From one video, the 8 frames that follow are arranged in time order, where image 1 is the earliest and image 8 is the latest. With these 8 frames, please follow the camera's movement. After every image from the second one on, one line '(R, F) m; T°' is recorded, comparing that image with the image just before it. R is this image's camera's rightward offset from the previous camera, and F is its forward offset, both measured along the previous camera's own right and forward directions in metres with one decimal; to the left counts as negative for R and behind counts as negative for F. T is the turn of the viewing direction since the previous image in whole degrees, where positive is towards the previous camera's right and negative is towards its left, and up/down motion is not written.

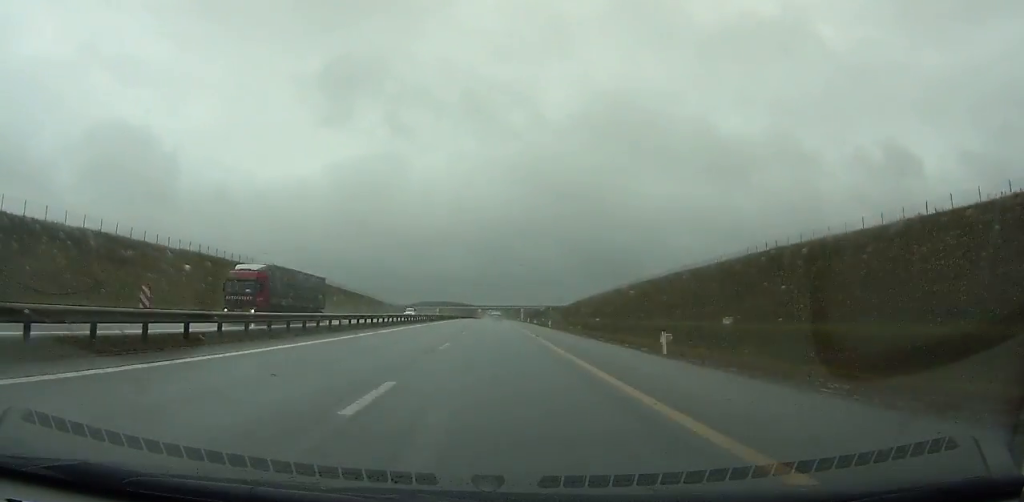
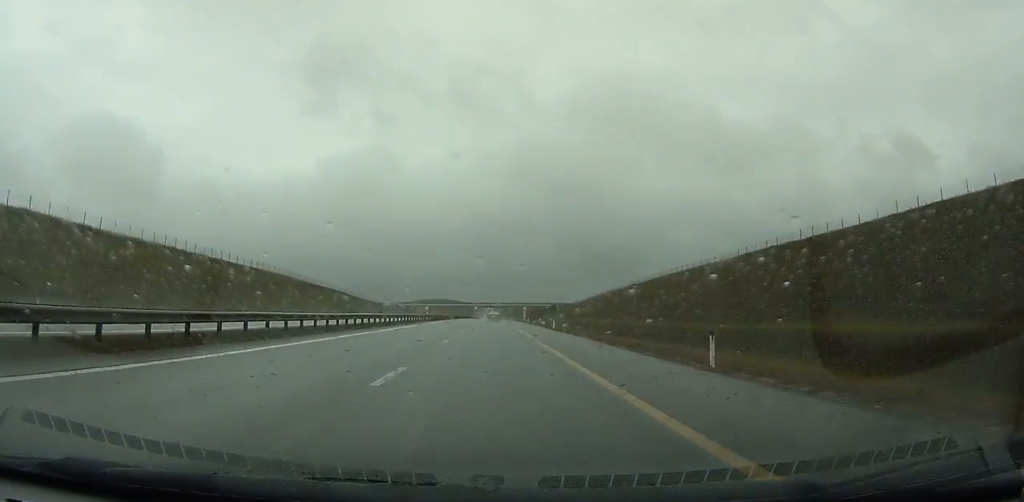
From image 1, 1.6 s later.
(0.0, +45.7) m; 0°
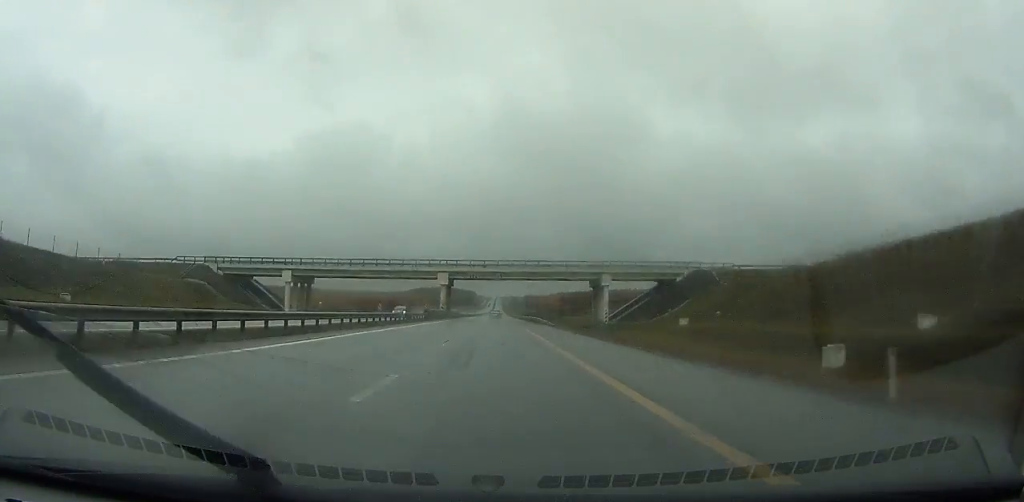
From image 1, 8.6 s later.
(0.0, +204.4) m; 0°
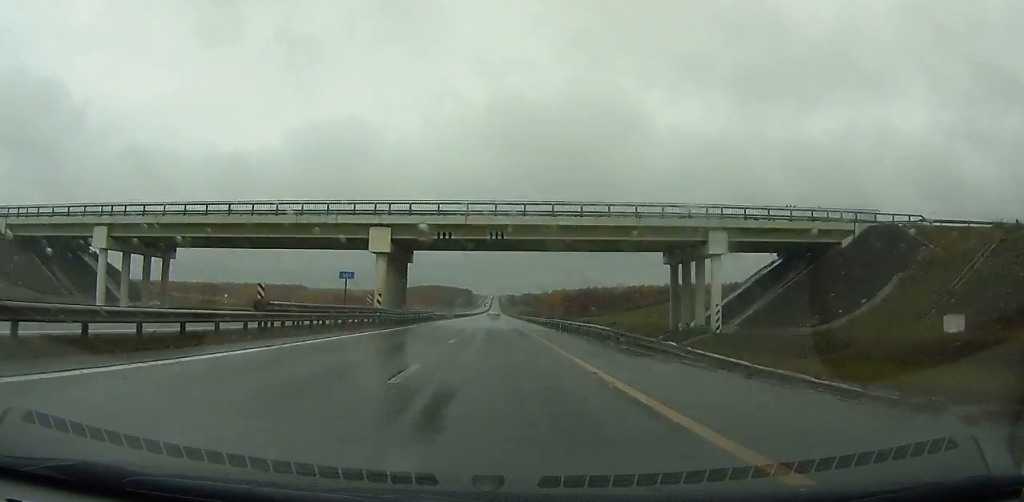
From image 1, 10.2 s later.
(0.0, +47.3) m; 0°
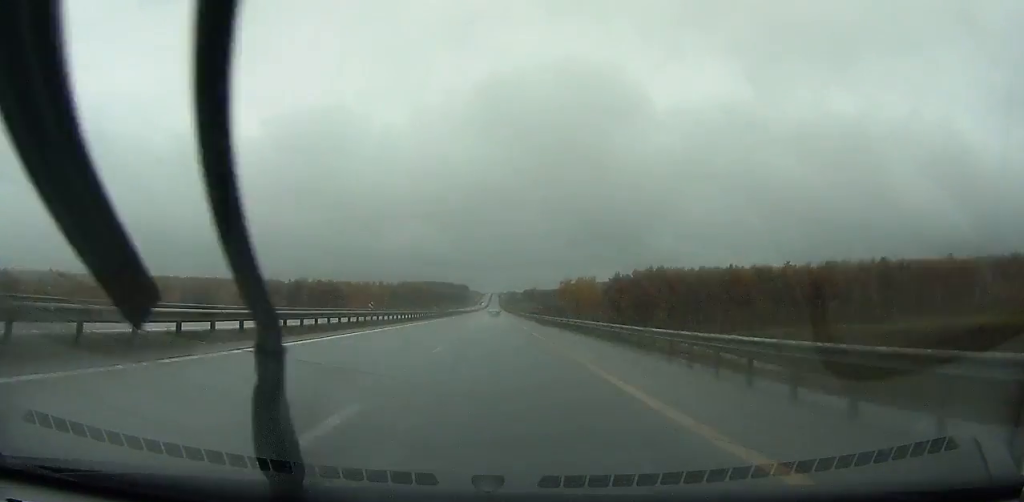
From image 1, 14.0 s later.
(-0.4, +113.4) m; 0°
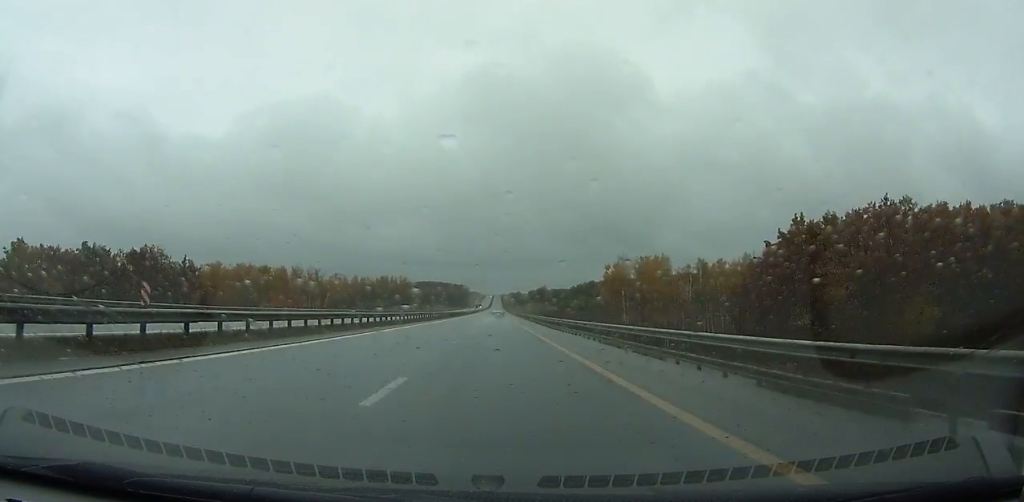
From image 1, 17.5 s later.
(+0.4, +105.4) m; 0°
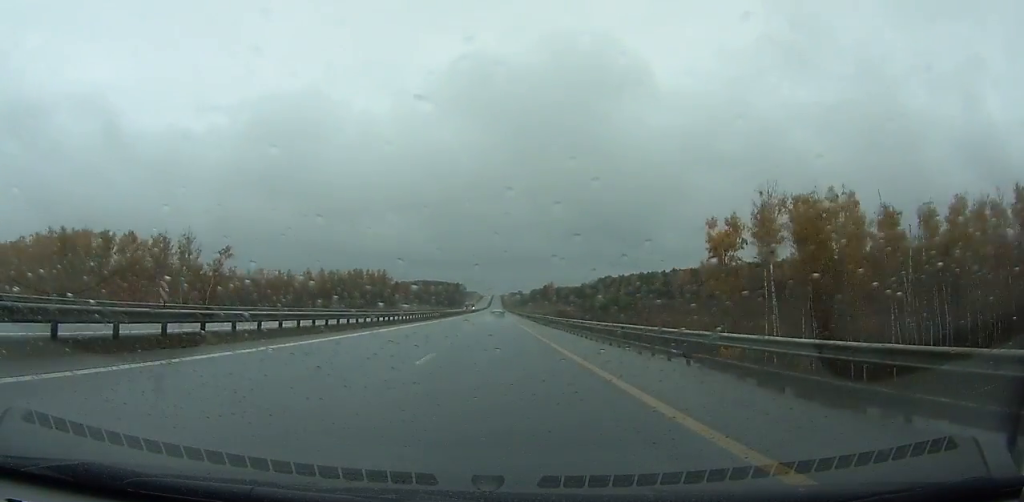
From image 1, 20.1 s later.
(0.0, +78.4) m; 0°
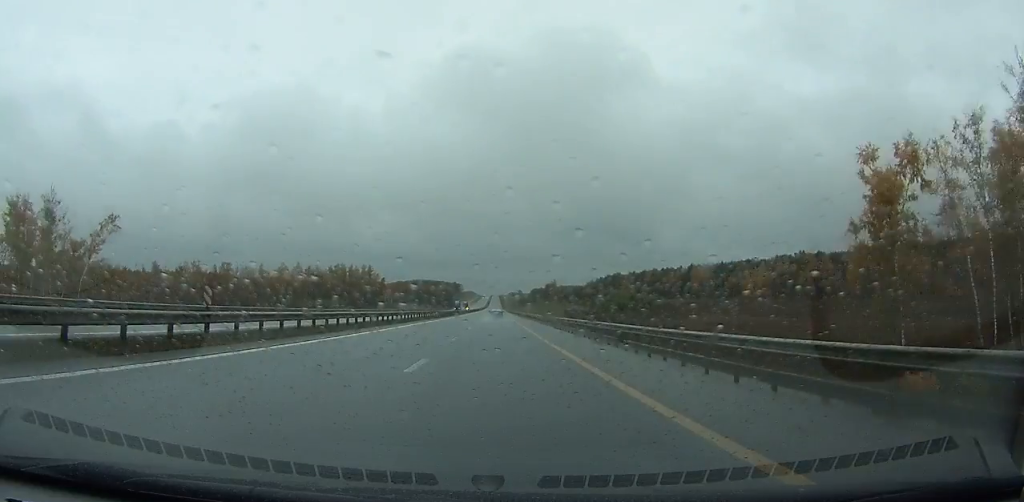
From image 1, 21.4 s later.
(0.0, +39.2) m; 0°
